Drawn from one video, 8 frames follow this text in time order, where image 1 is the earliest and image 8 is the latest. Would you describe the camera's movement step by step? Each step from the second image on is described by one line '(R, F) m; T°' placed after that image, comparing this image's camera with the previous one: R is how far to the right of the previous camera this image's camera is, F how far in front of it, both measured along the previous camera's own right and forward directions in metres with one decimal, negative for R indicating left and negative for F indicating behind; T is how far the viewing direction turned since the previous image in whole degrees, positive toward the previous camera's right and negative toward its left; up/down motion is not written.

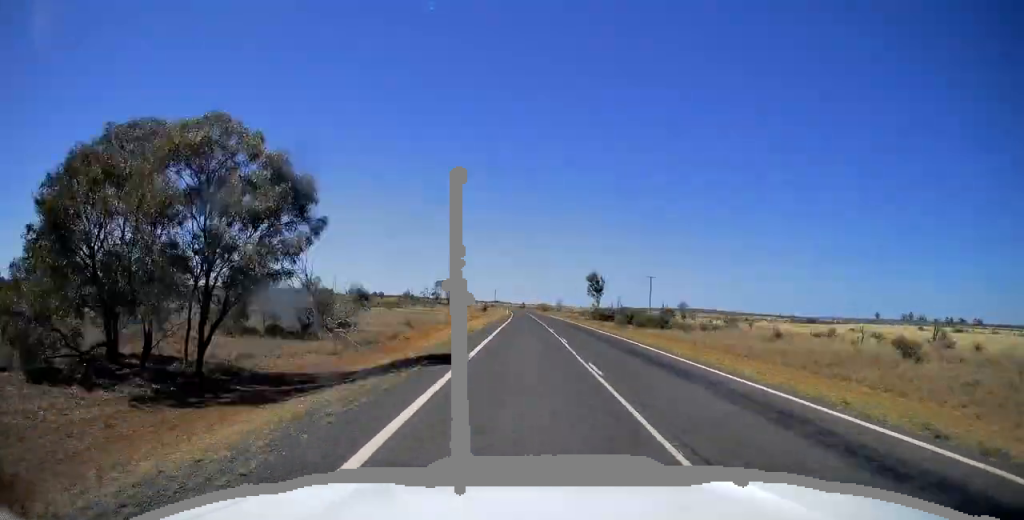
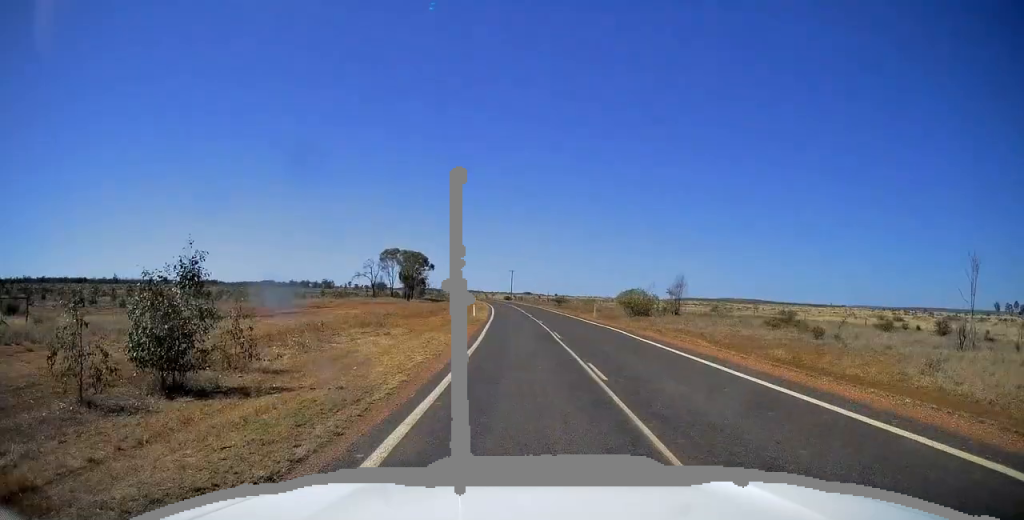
(-3.9, +148.9) m; -5°
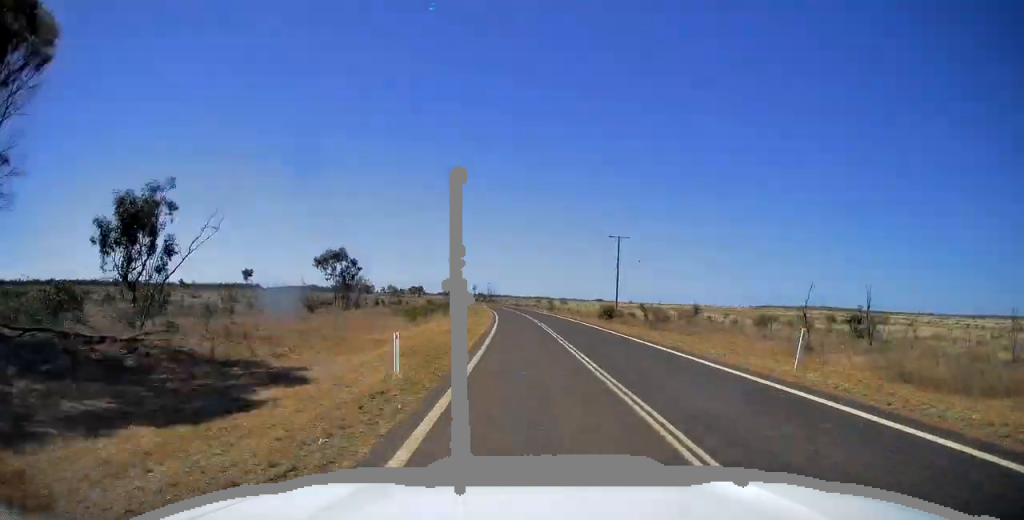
(-2.7, +139.5) m; -6°
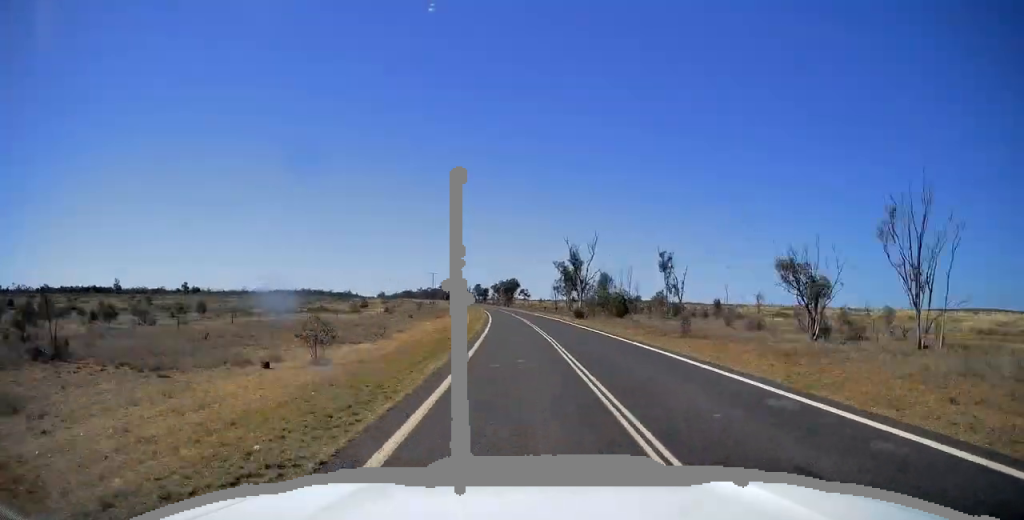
(-27.6, +267.5) m; -12°
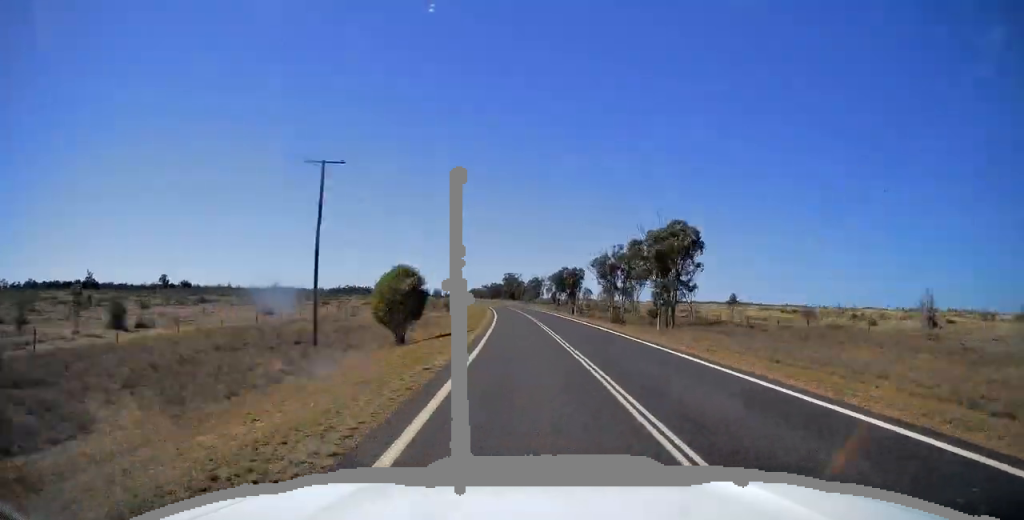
(-15.2, +159.4) m; -5°
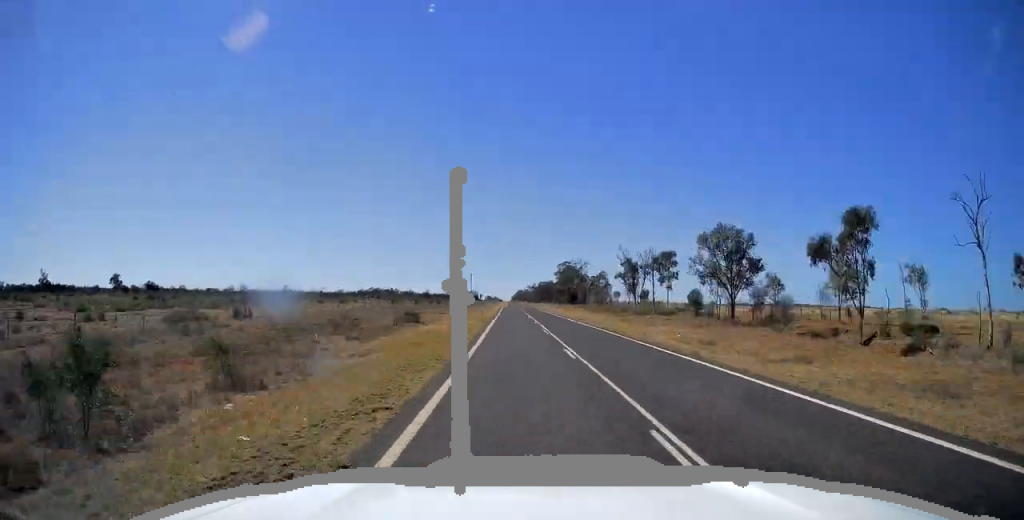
(-3.0, +110.3) m; -3°
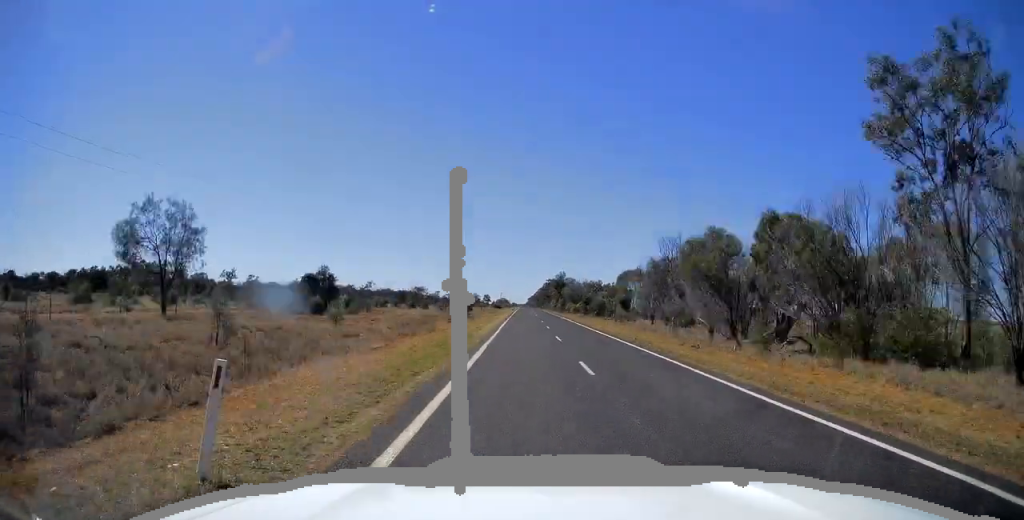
(-13.8, +425.2) m; -2°
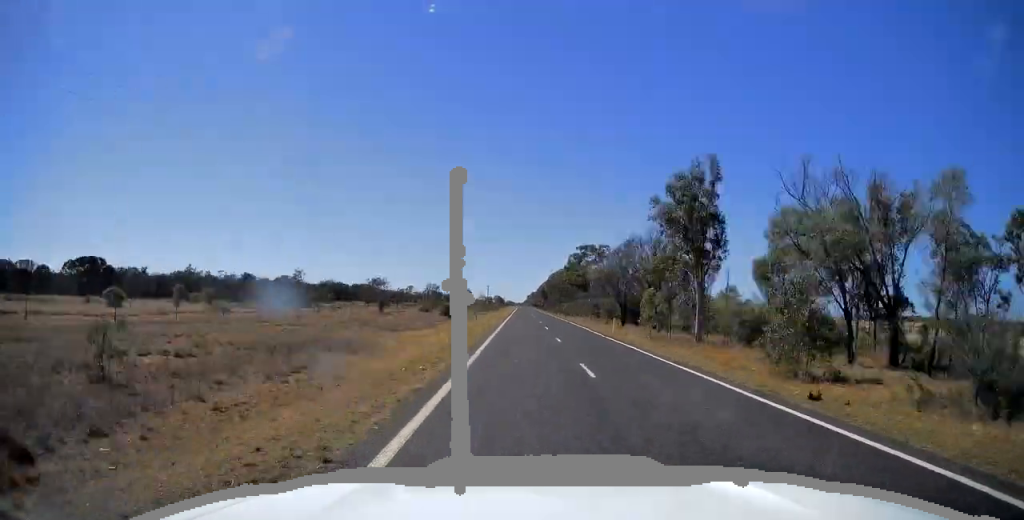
(0.0, +153.4) m; -1°
